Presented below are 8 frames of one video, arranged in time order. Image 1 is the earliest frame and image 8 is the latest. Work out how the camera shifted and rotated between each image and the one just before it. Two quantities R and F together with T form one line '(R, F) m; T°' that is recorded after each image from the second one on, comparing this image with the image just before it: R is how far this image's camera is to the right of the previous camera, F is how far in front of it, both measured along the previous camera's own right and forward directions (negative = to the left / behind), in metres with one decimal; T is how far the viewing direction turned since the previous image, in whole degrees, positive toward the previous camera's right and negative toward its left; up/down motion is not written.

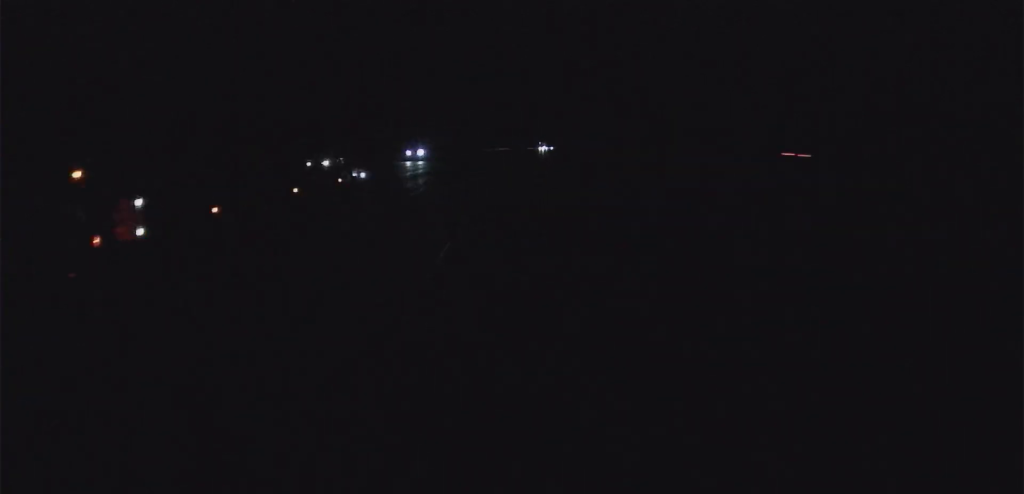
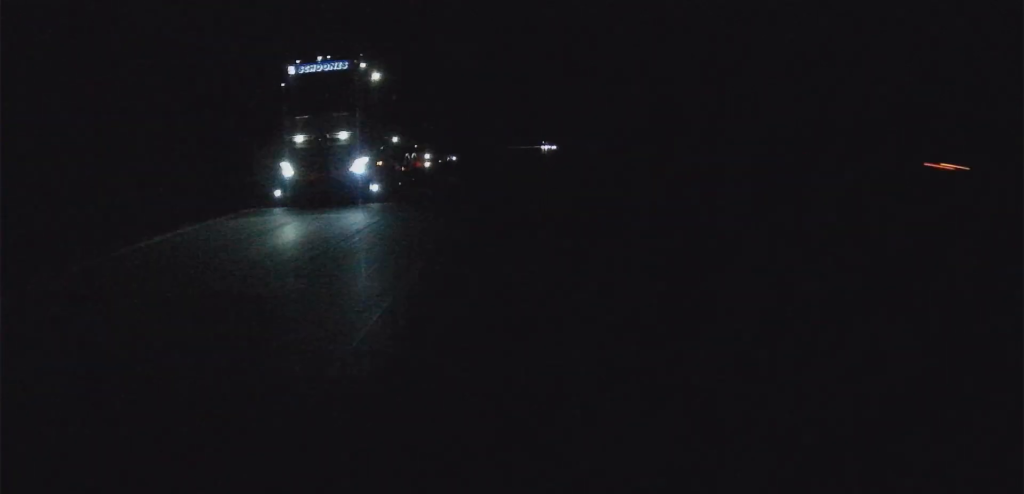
(-4.3, +155.8) m; -3°
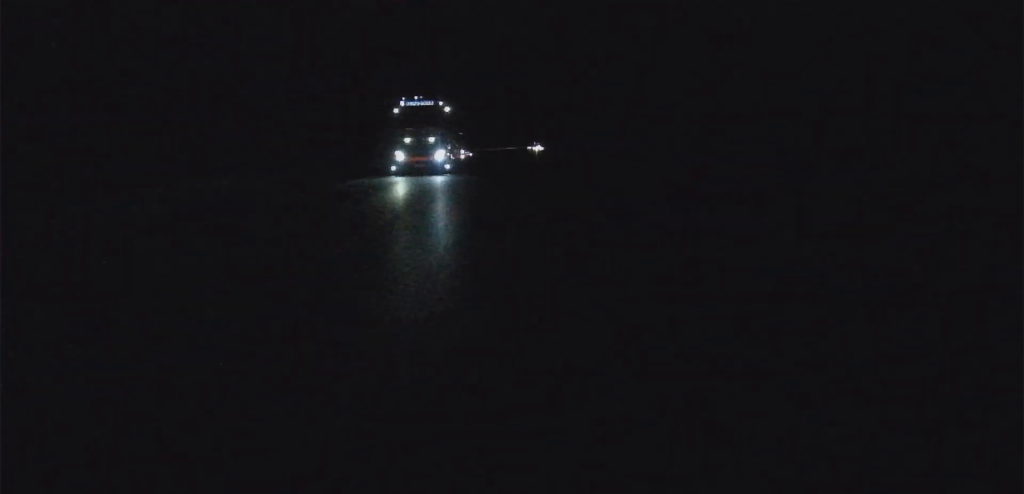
(-0.5, +134.3) m; -3°
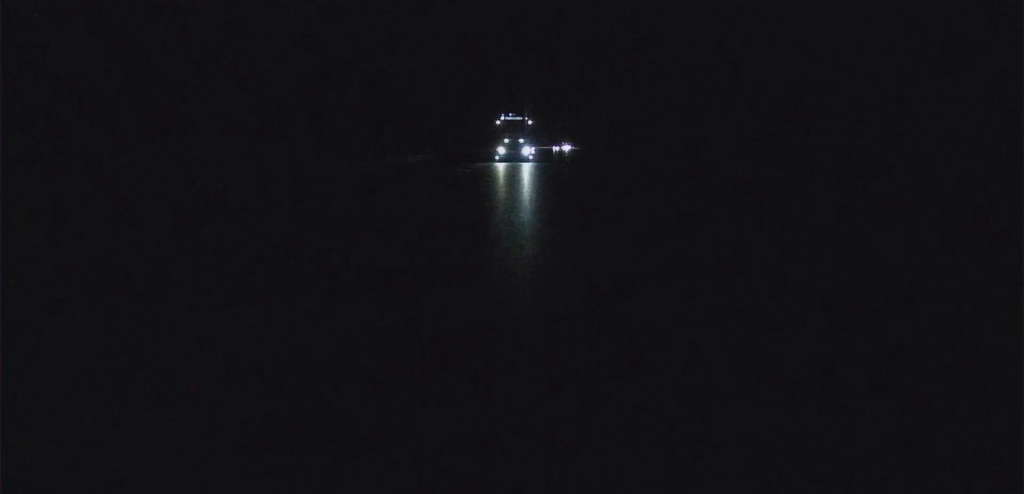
(-7.1, +161.7) m; -3°
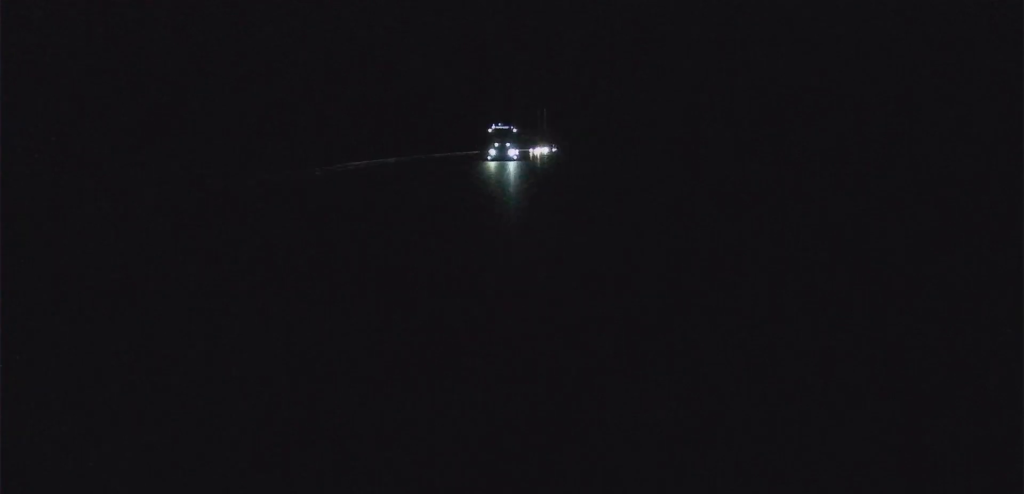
(-1.1, +134.8) m; -3°
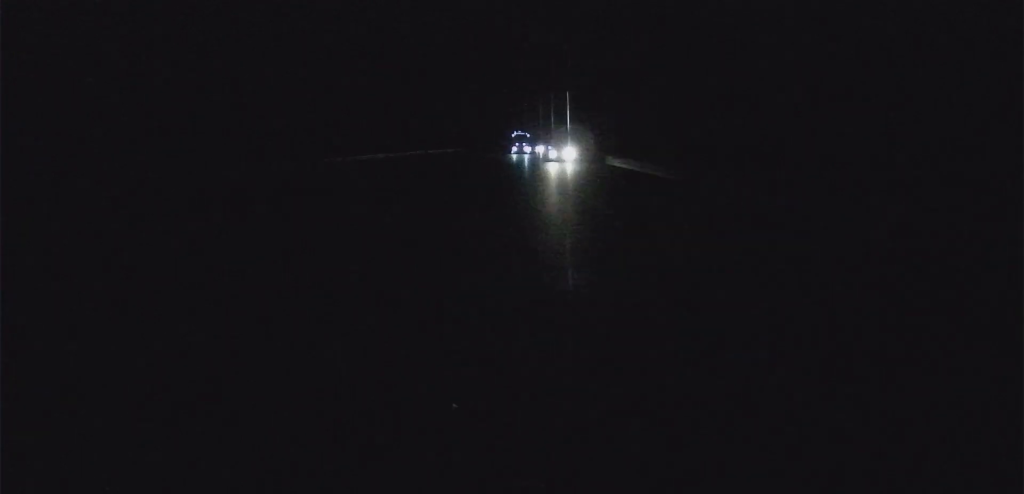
(-20.6, +369.3) m; -6°
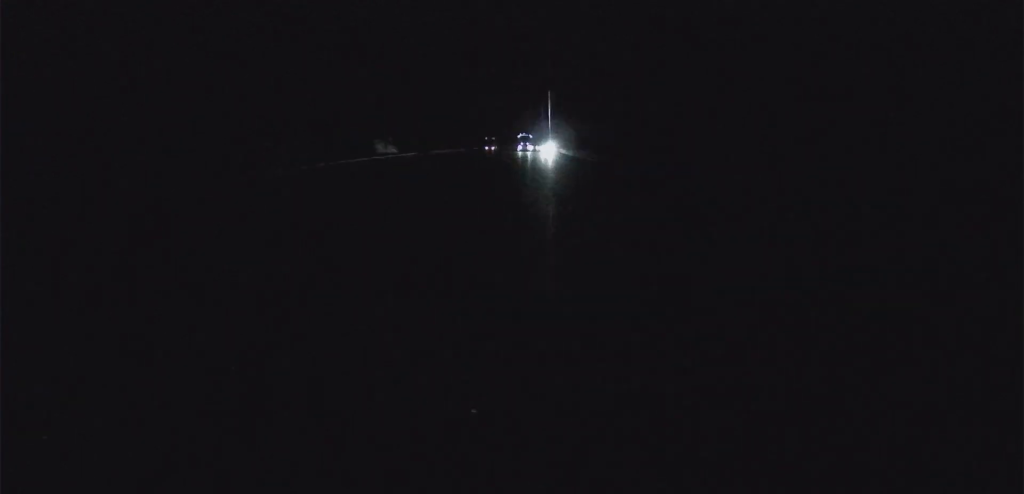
(-8.8, +223.3) m; -2°
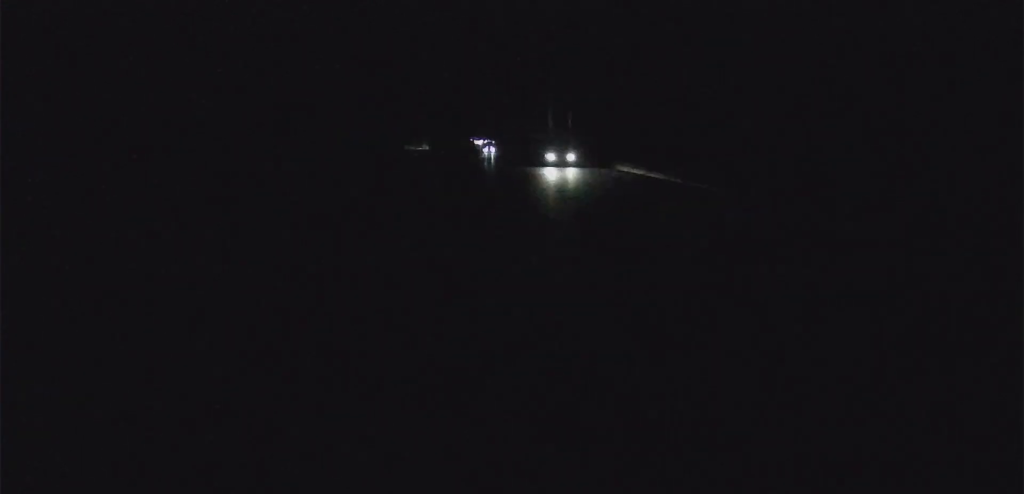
(+25.0, +541.9) m; +10°
